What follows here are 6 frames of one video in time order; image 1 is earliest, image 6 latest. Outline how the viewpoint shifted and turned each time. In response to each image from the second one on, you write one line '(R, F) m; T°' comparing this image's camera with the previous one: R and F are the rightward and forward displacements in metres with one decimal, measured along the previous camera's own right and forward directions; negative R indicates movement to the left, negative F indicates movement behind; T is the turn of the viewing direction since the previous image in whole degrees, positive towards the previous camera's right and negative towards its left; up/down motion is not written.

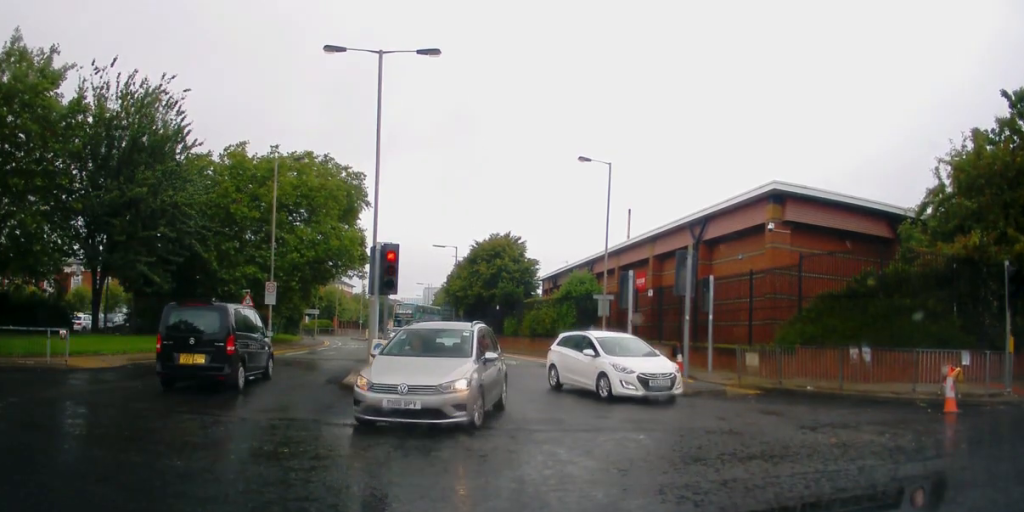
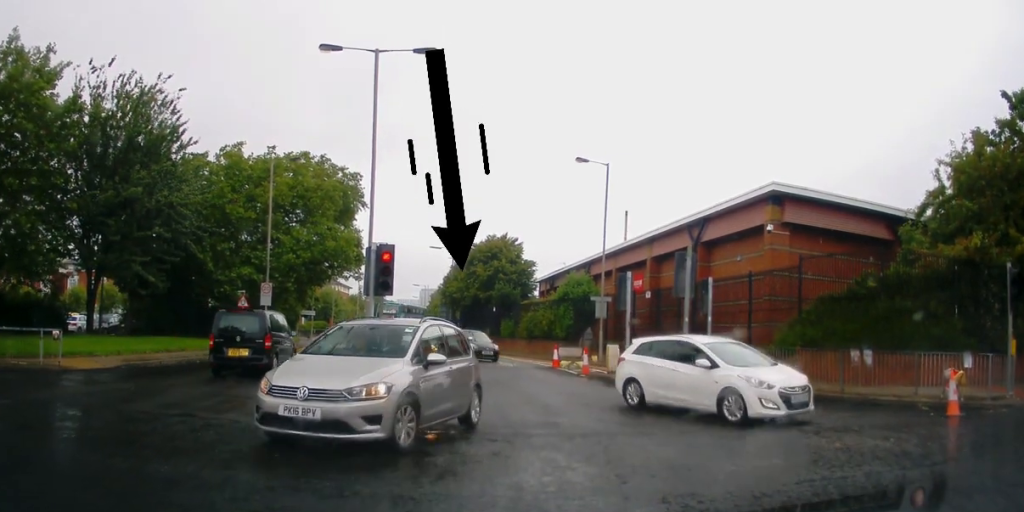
(-0.1, +0.2) m; 0°
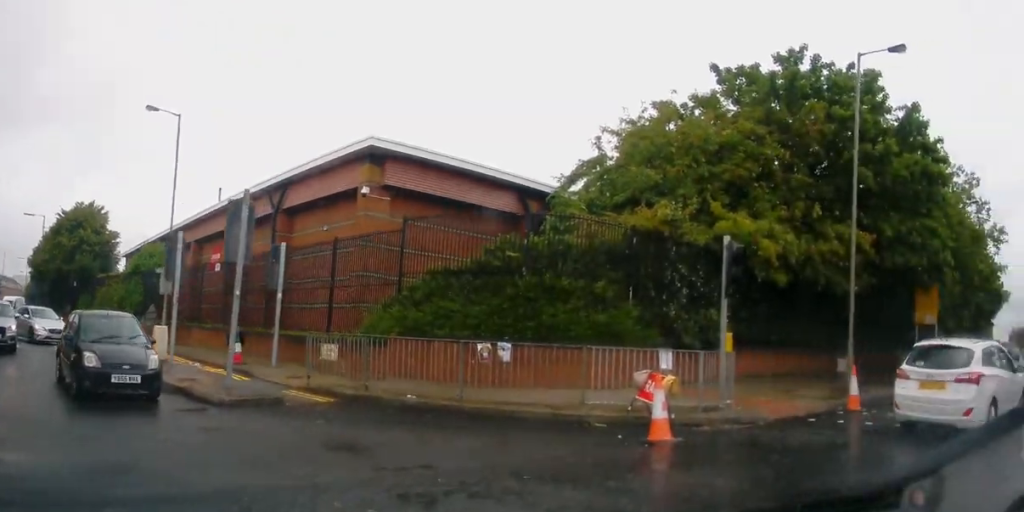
(-0.4, +3.9) m; +11°
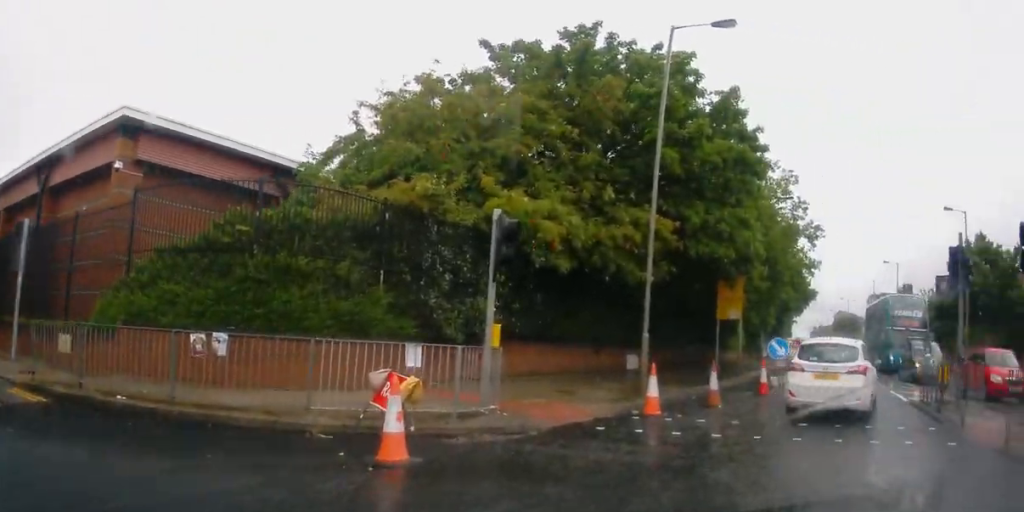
(+0.1, +1.8) m; +12°
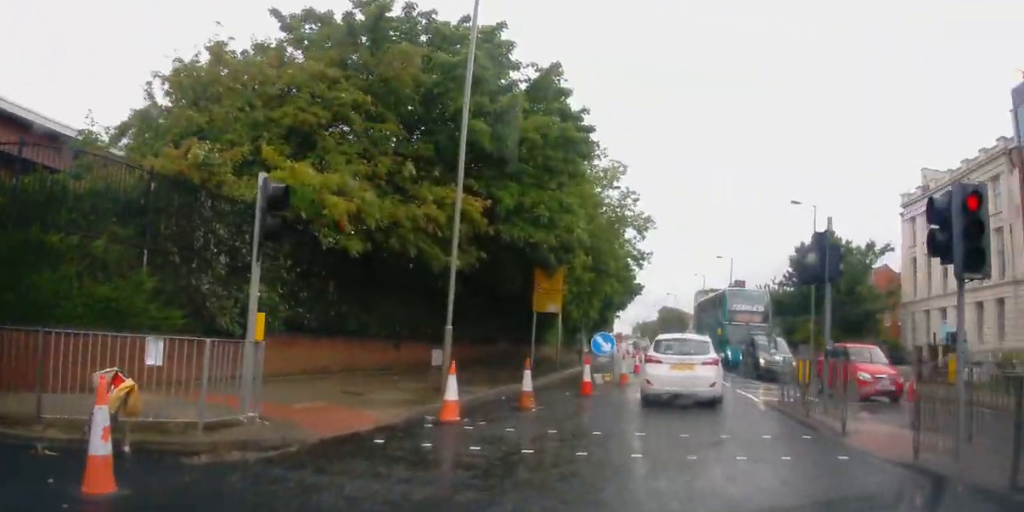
(+0.2, +1.8) m; +10°
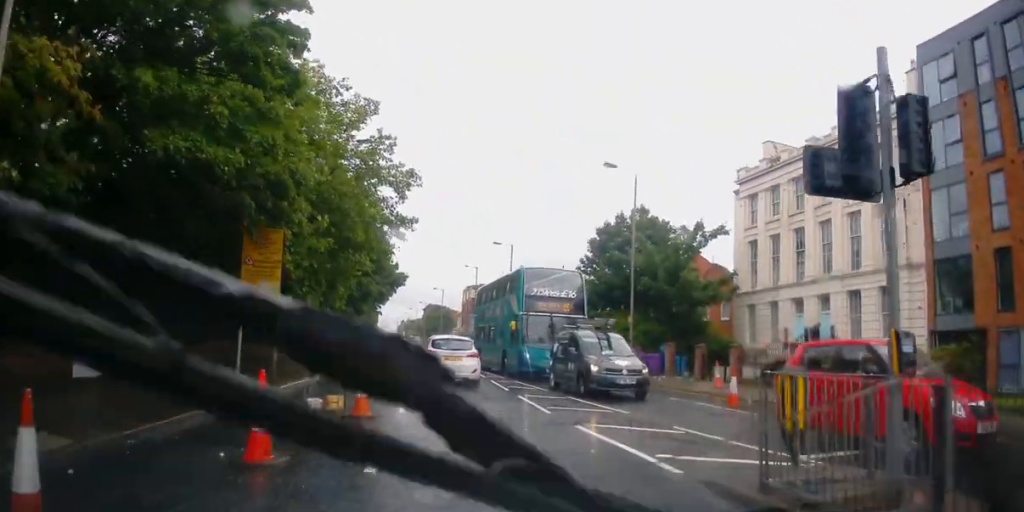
(+1.8, +7.6) m; +19°
